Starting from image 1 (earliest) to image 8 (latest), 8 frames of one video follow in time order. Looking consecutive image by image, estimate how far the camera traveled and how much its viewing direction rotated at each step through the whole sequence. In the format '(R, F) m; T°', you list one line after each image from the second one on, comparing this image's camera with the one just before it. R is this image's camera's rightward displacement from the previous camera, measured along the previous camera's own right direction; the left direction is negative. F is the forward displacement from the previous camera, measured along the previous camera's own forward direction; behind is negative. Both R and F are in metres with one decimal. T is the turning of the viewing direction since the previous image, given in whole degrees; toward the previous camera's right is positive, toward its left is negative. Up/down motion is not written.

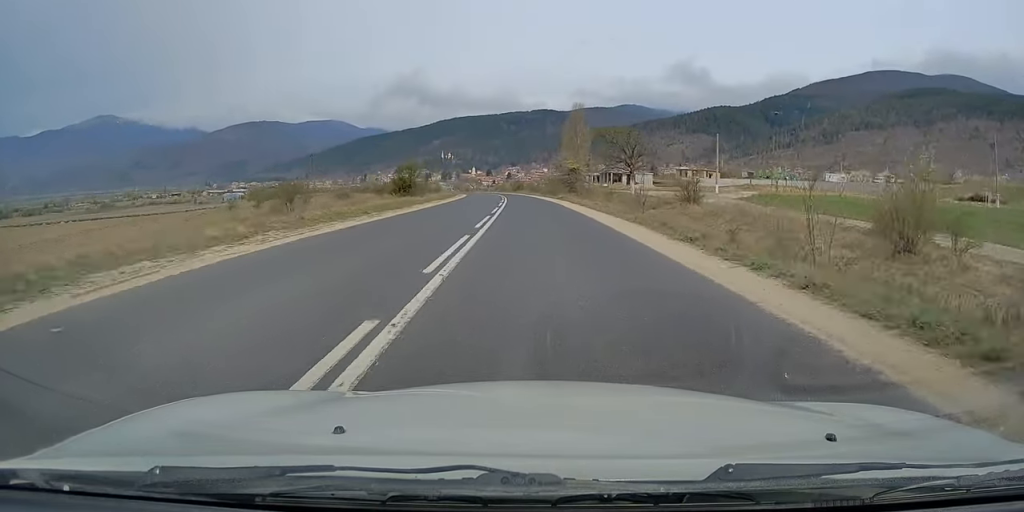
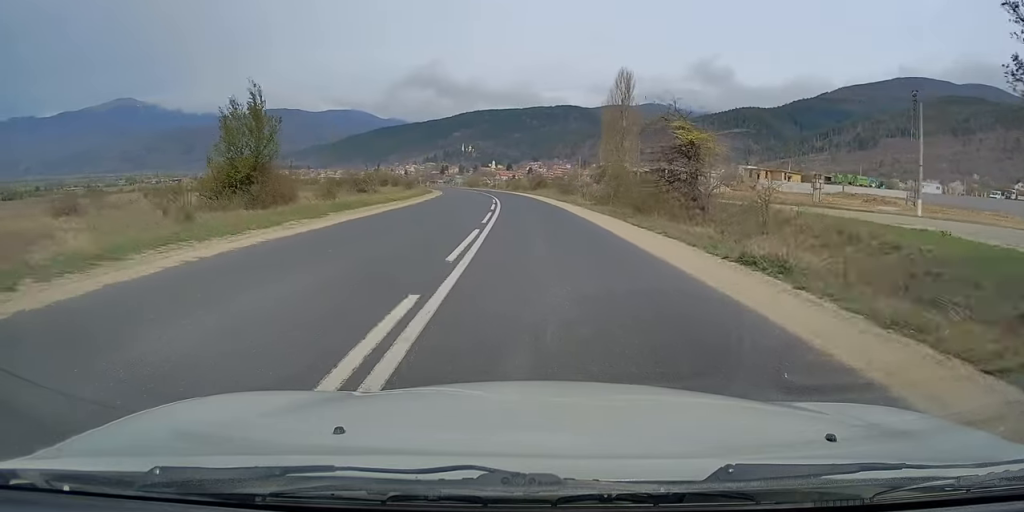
(-0.7, +43.1) m; -2°
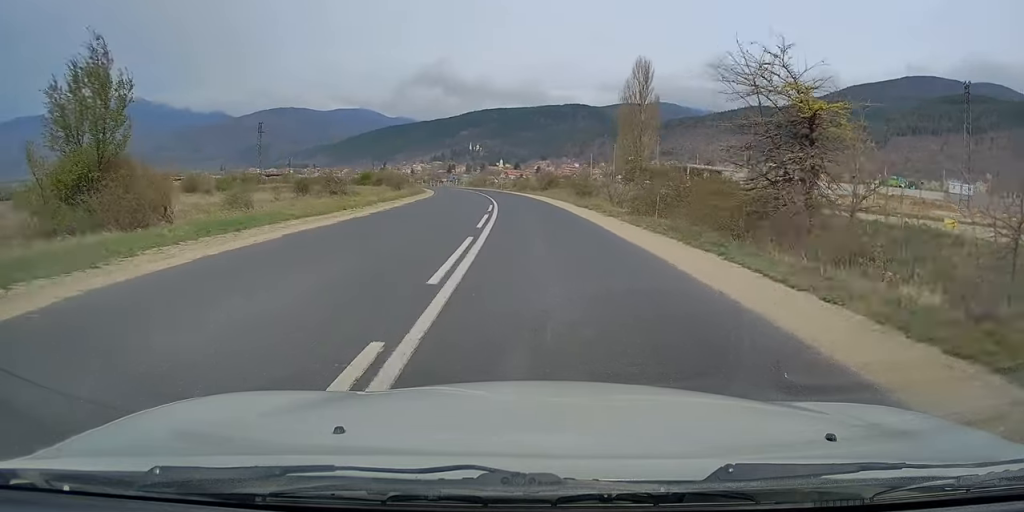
(+0.1, +10.8) m; -1°
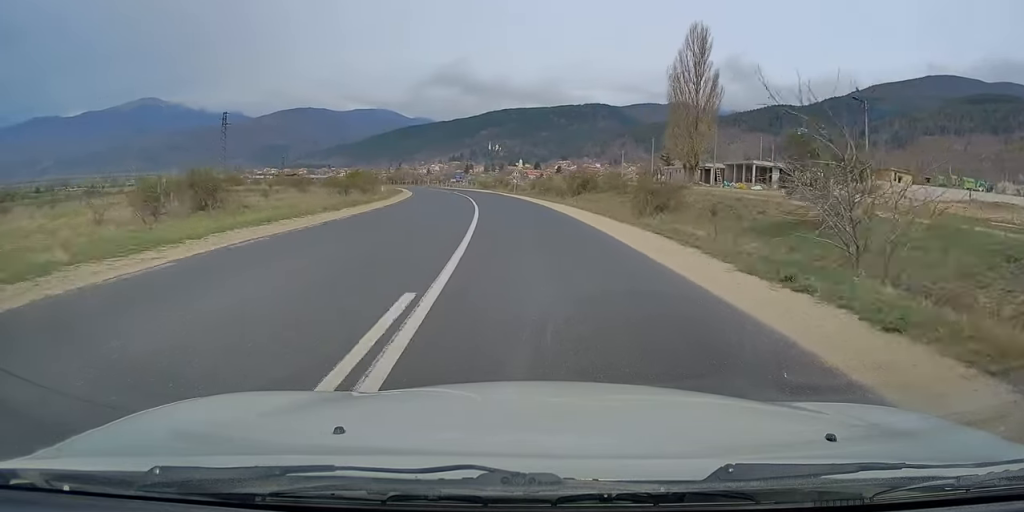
(-0.6, +24.1) m; -2°
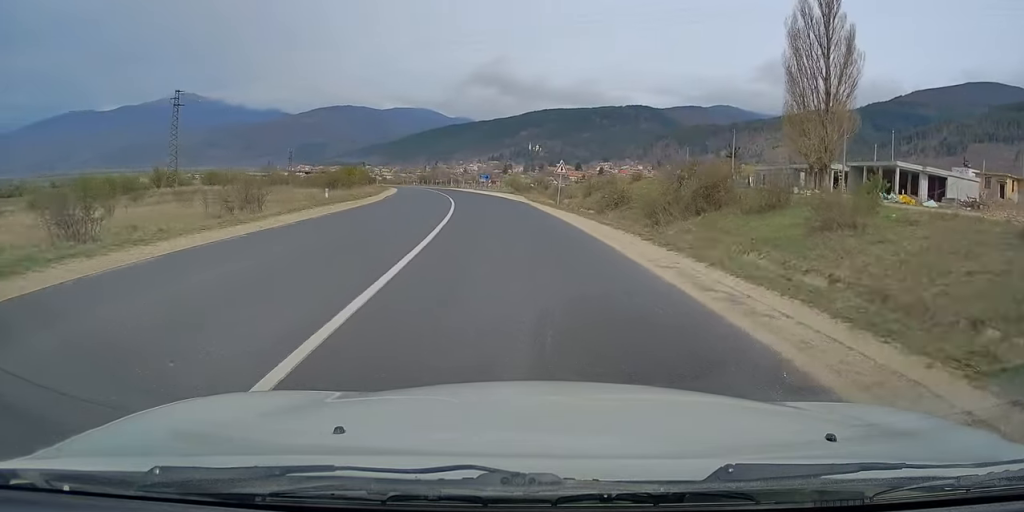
(-0.8, +27.4) m; -4°
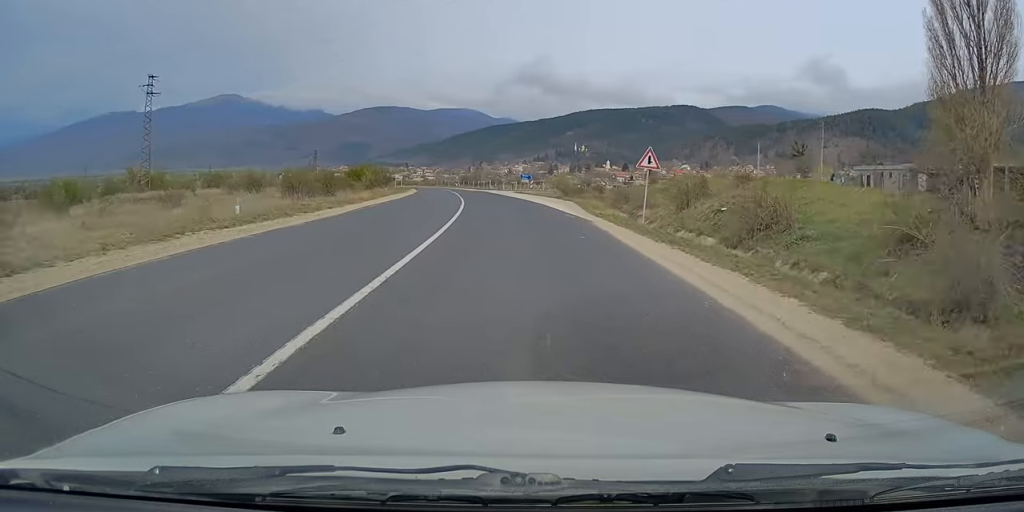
(-0.4, +16.2) m; -3°
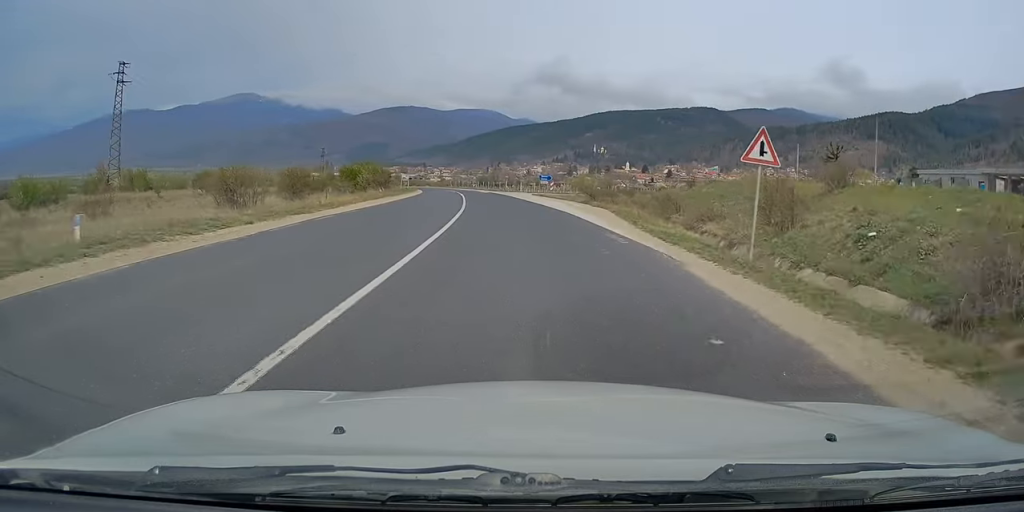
(+0.1, +9.2) m; -2°
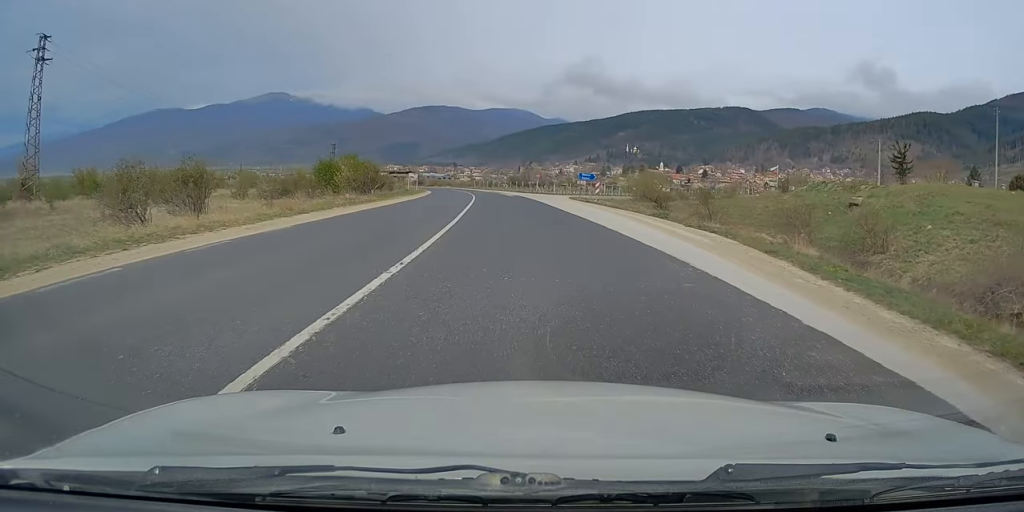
(-0.8, +16.4) m; -3°
